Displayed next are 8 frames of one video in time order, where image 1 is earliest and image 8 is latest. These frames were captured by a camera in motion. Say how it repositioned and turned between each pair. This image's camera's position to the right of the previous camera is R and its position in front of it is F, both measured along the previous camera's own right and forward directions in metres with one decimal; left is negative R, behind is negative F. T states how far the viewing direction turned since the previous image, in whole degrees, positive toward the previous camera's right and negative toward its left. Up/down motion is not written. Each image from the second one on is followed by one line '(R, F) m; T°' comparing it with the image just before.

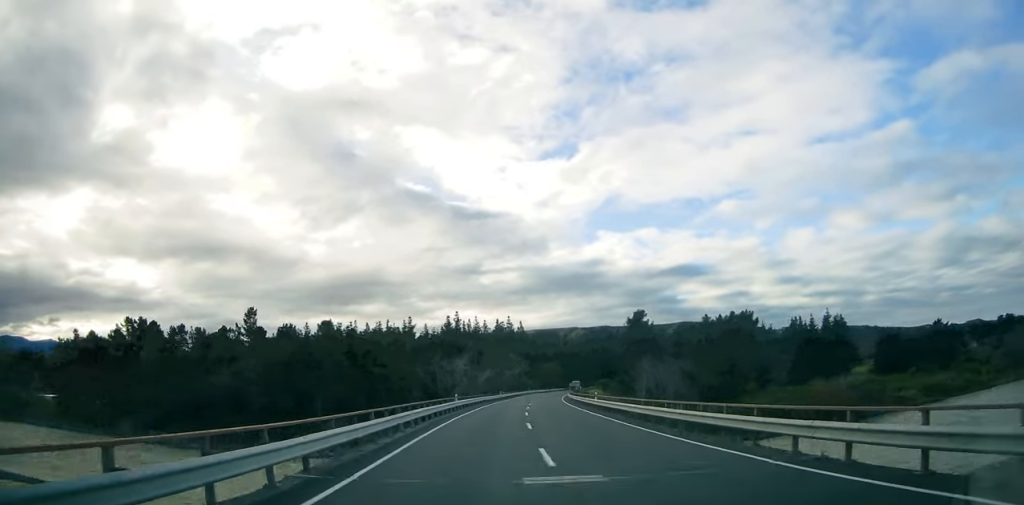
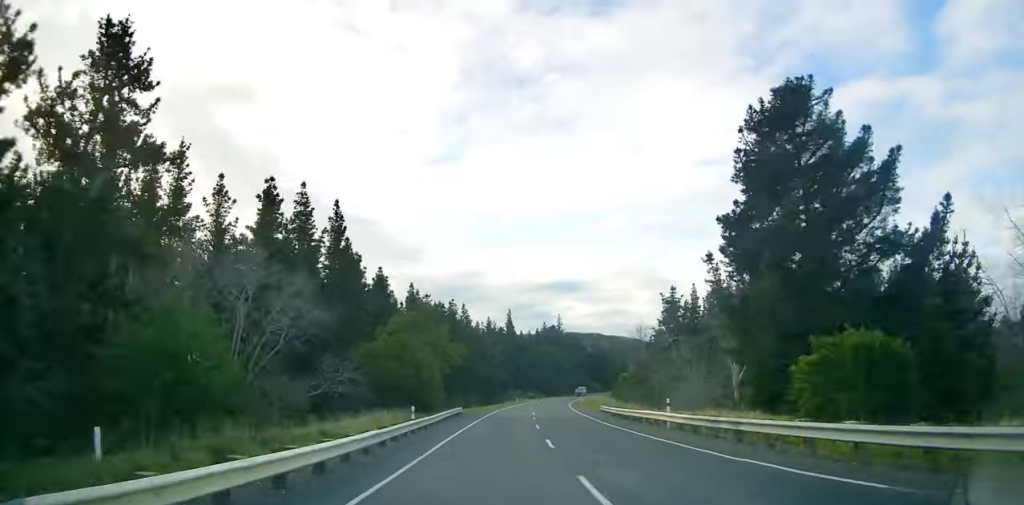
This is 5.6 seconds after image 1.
(+13.3, +133.3) m; +13°
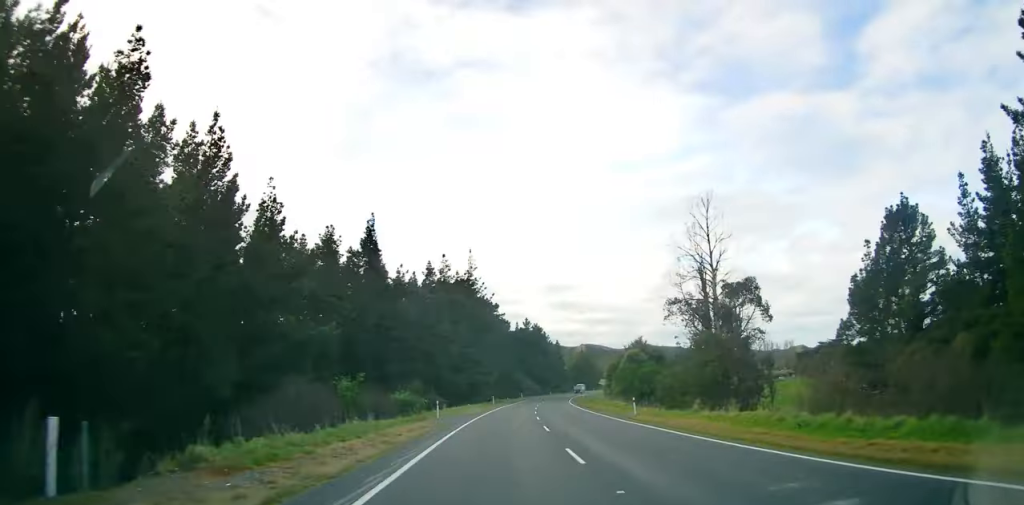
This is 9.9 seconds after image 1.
(+9.4, +104.0) m; +11°
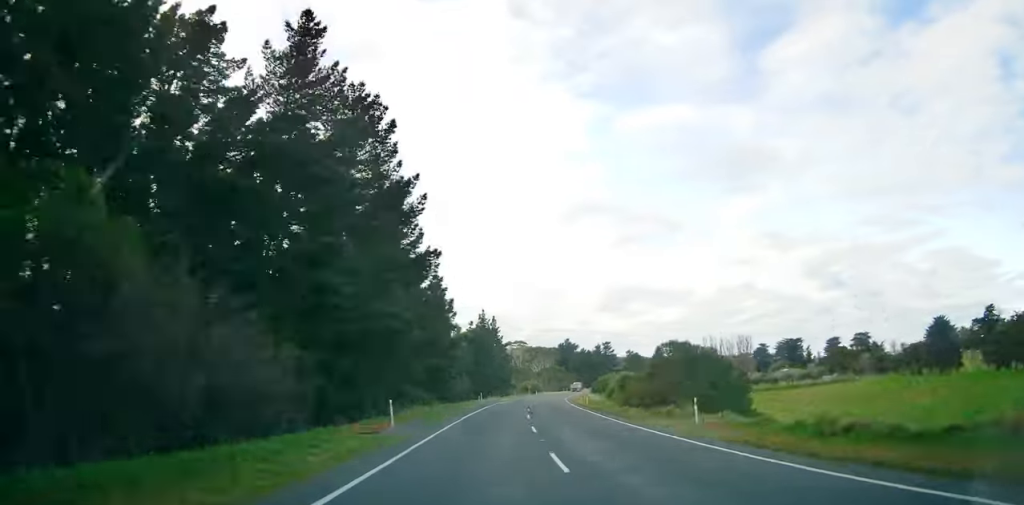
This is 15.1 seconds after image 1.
(+17.0, +128.9) m; +13°
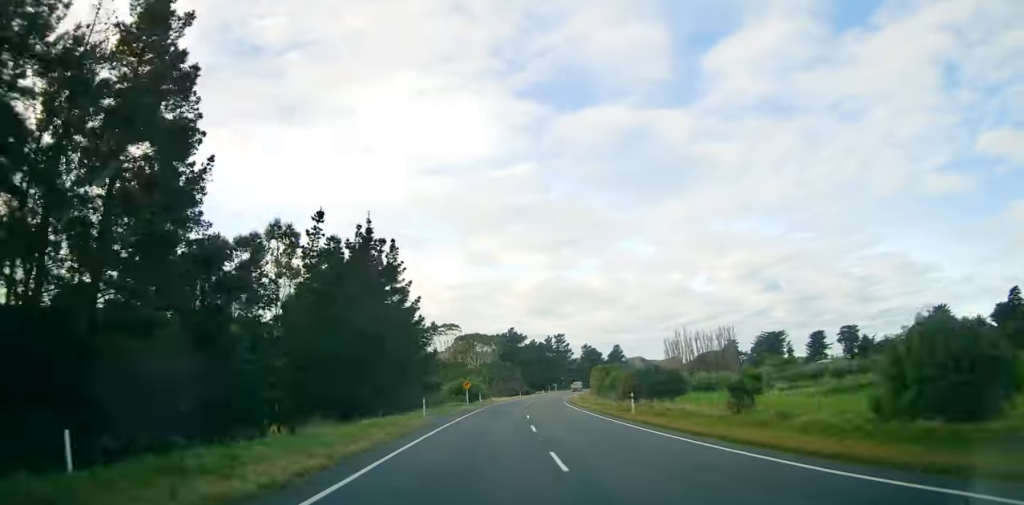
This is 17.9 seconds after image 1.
(+2.2, +70.8) m; +7°
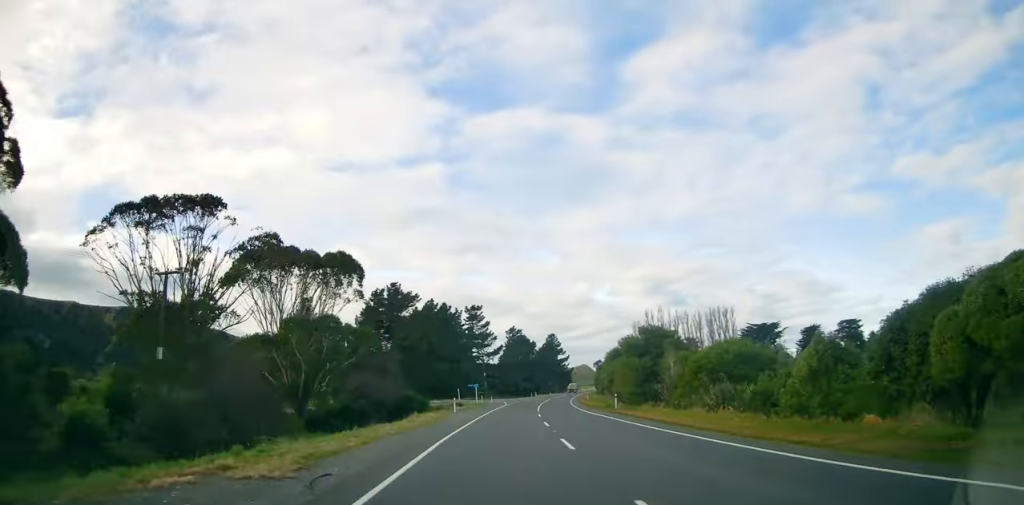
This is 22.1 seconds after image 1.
(+10.3, +108.3) m; +10°
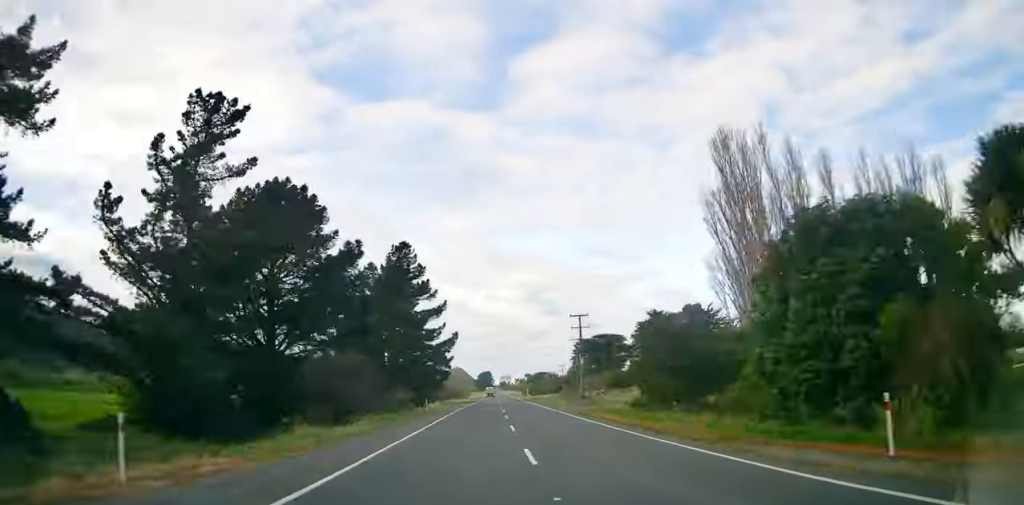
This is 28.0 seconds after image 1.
(+16.0, +149.3) m; +8°
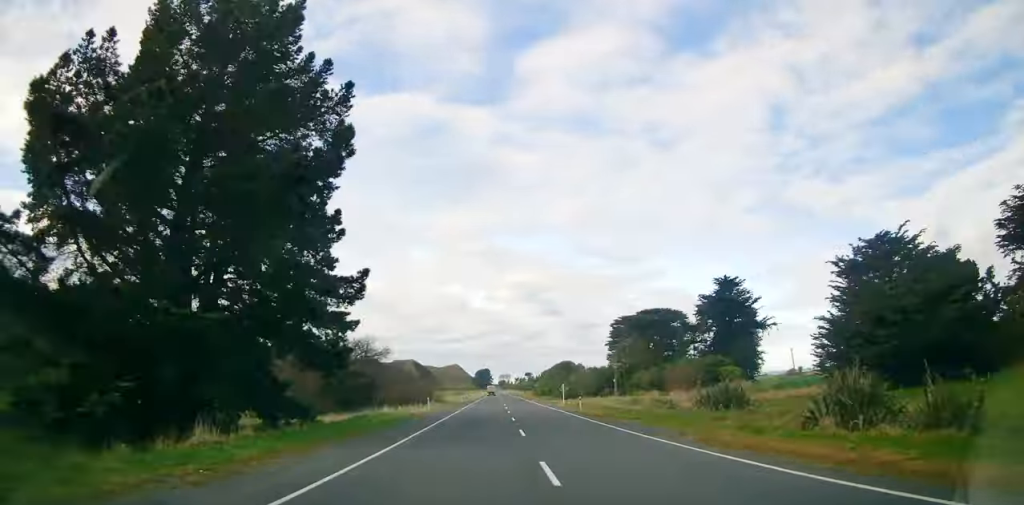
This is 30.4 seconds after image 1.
(+1.0, +61.1) m; +1°
